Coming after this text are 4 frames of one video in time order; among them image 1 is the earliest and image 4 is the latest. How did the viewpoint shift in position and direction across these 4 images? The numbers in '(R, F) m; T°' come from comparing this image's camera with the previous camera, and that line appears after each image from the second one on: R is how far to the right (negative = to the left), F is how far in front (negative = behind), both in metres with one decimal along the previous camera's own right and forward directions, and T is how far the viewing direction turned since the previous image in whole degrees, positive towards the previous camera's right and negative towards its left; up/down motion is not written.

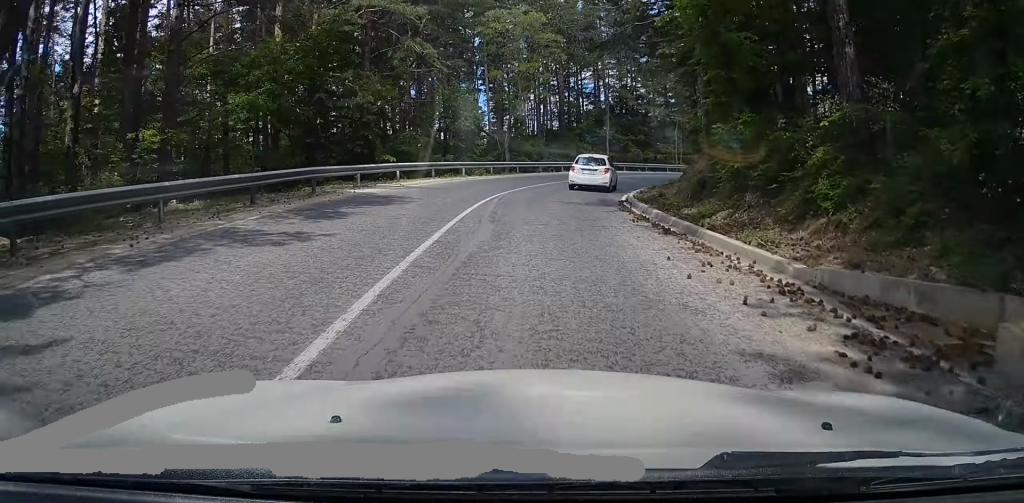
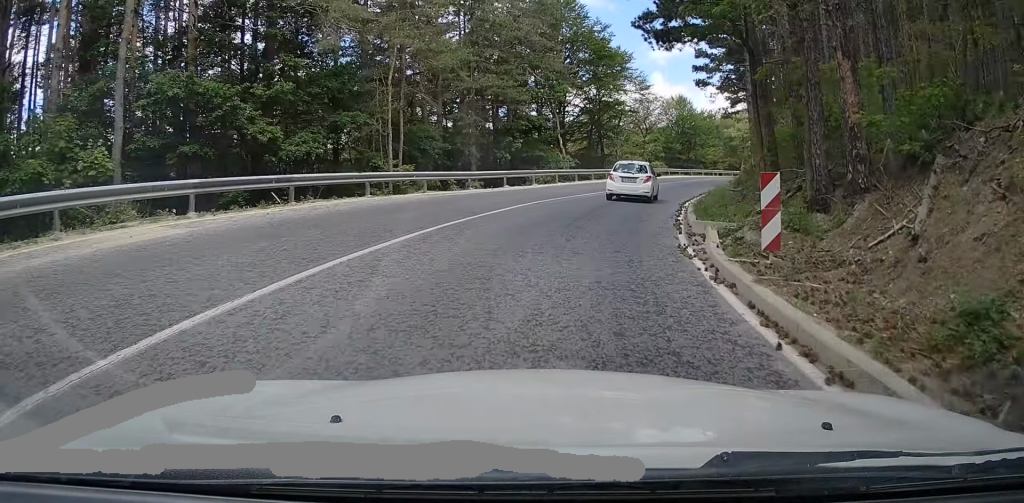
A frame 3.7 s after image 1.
(+5.5, +44.9) m; +23°
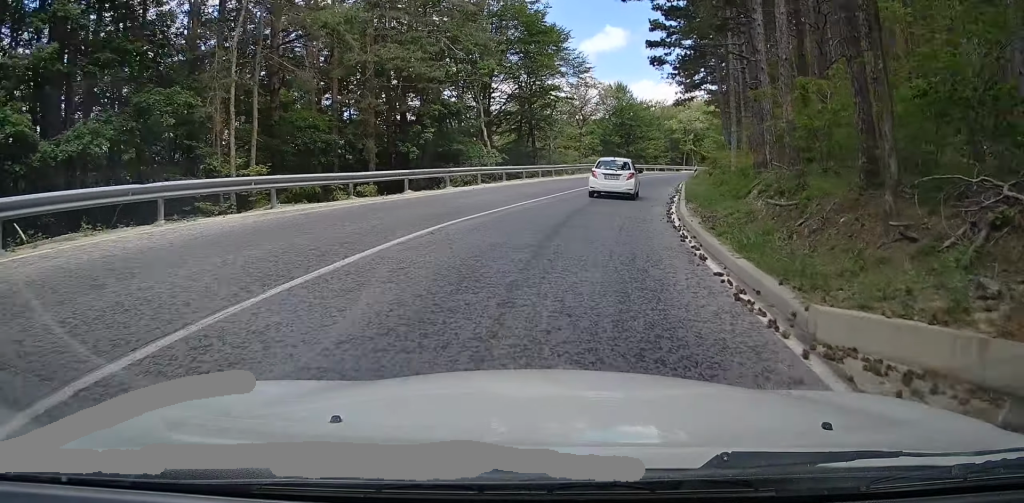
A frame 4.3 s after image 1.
(+0.8, +7.8) m; +7°
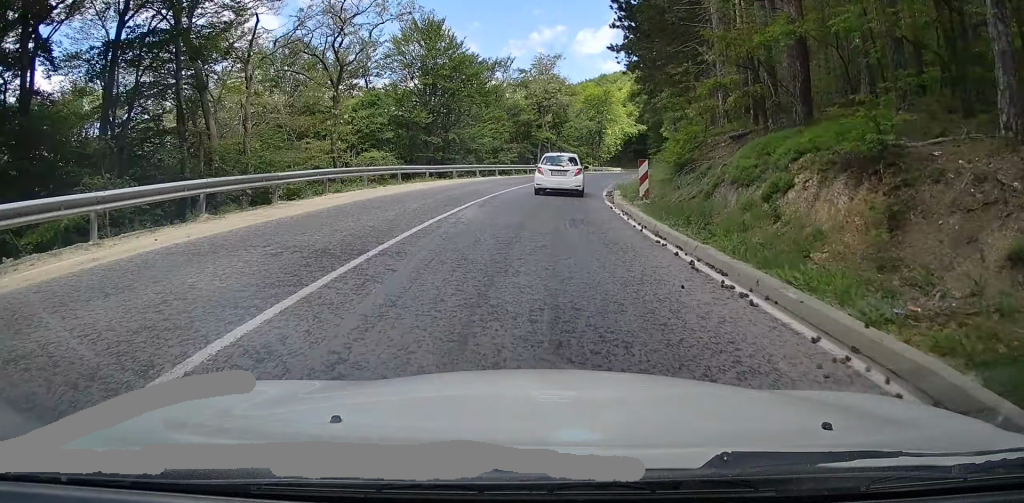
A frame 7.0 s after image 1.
(+2.8, +33.1) m; +8°
